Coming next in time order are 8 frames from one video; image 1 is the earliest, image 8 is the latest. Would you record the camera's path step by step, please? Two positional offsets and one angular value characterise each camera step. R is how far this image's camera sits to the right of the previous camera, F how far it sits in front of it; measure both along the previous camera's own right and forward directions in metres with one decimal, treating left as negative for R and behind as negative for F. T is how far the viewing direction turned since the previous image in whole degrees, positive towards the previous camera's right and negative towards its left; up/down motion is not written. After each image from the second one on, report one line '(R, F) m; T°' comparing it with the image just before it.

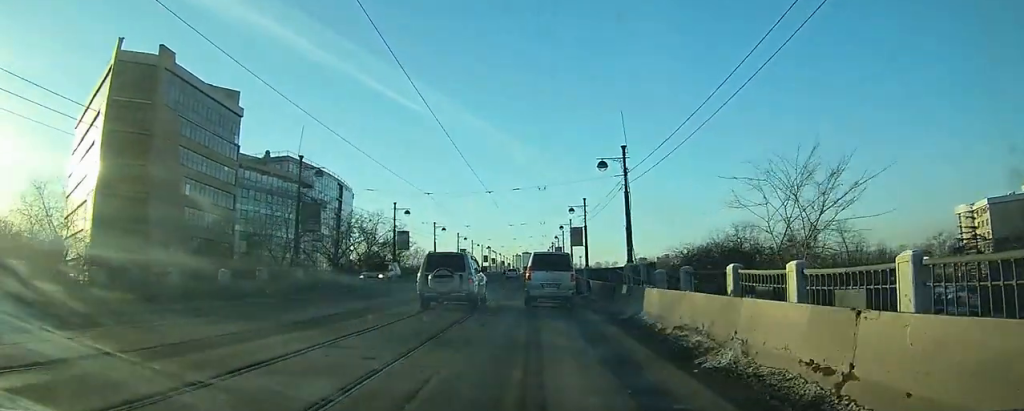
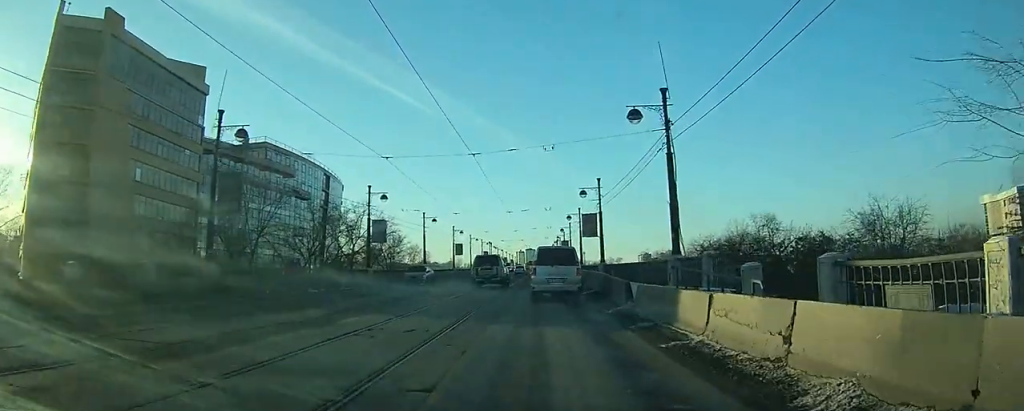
(+0.2, +10.0) m; +1°
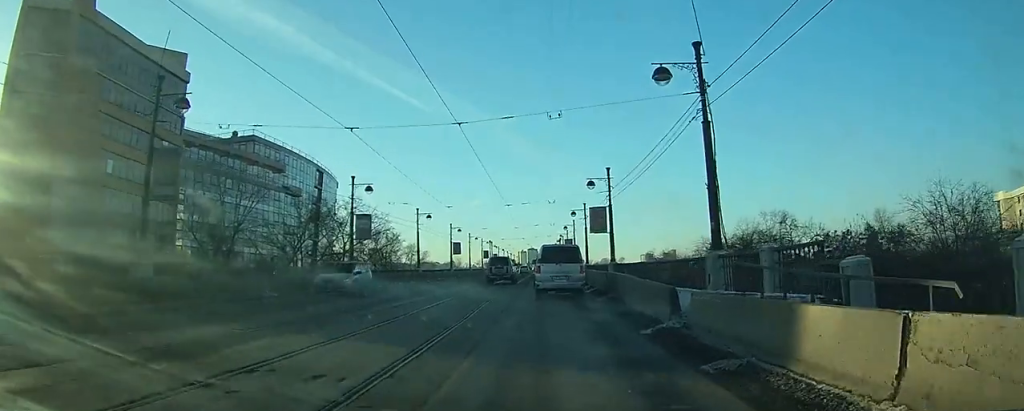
(0.0, +5.1) m; 0°
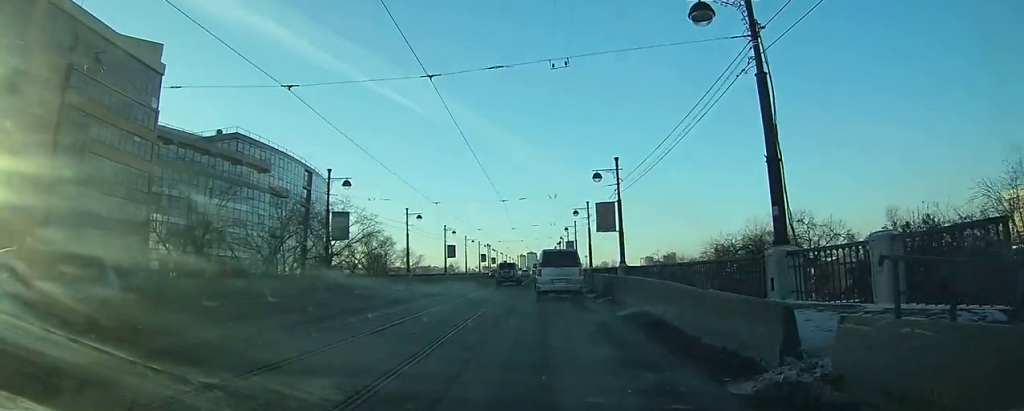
(0.0, +5.5) m; 0°
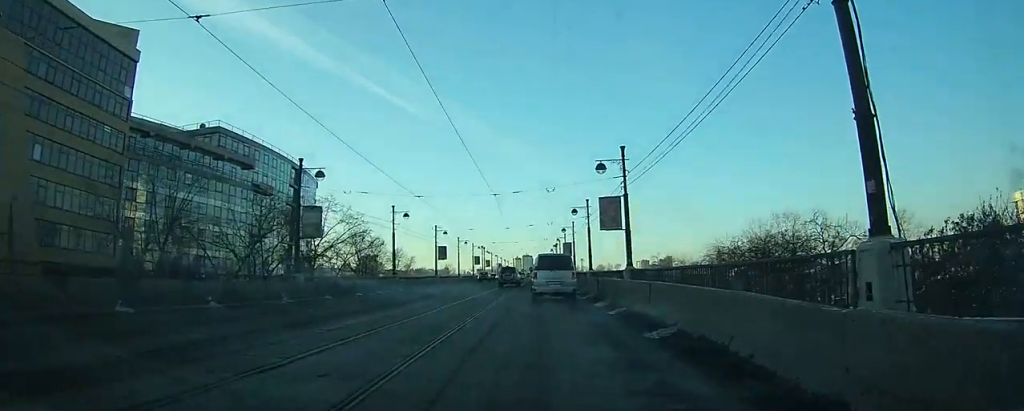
(0.0, +4.7) m; -1°
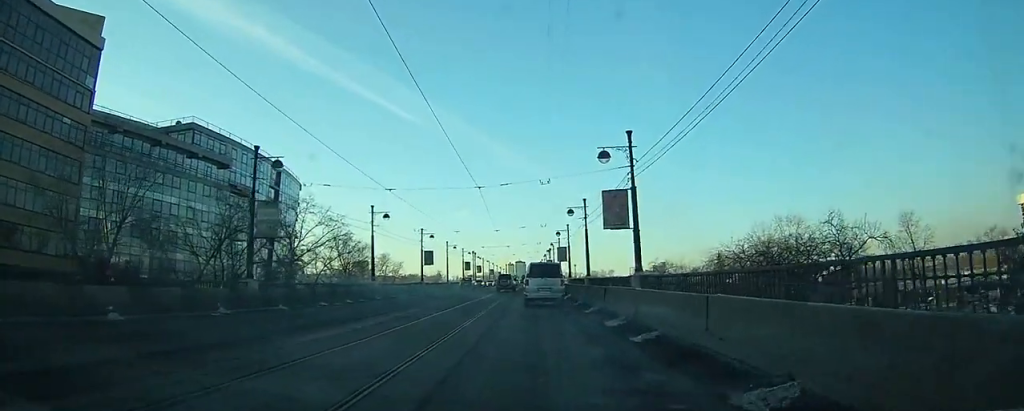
(-0.1, +5.2) m; -1°
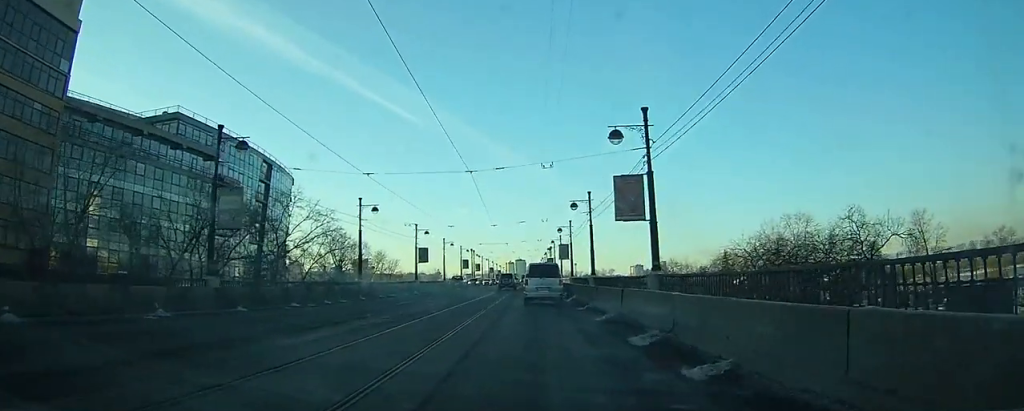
(-0.1, +3.8) m; +1°
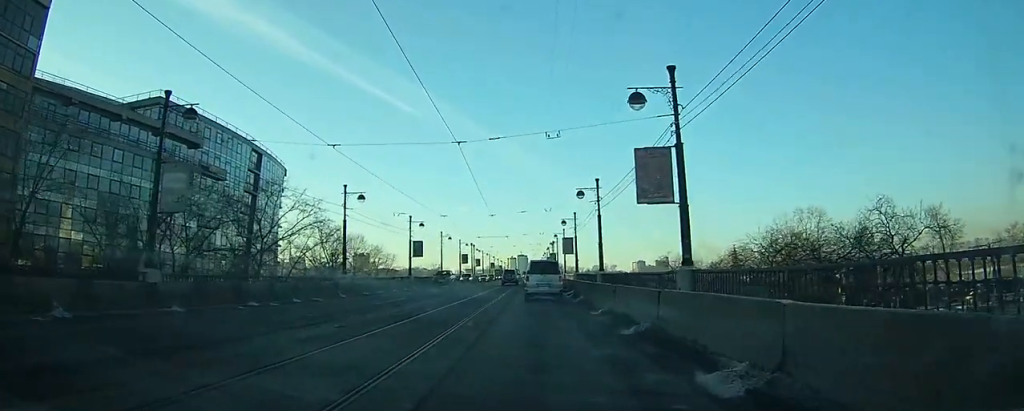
(+0.2, +4.5) m; +1°
